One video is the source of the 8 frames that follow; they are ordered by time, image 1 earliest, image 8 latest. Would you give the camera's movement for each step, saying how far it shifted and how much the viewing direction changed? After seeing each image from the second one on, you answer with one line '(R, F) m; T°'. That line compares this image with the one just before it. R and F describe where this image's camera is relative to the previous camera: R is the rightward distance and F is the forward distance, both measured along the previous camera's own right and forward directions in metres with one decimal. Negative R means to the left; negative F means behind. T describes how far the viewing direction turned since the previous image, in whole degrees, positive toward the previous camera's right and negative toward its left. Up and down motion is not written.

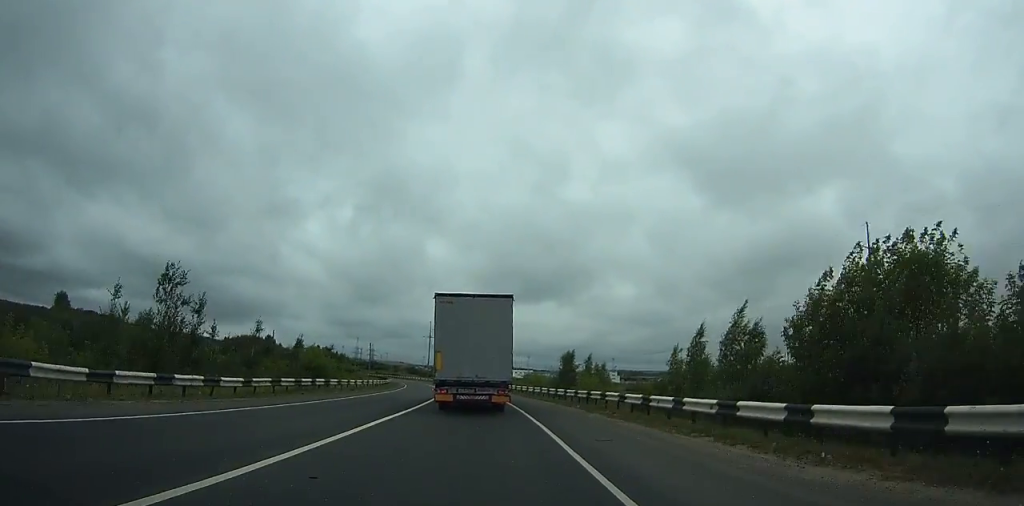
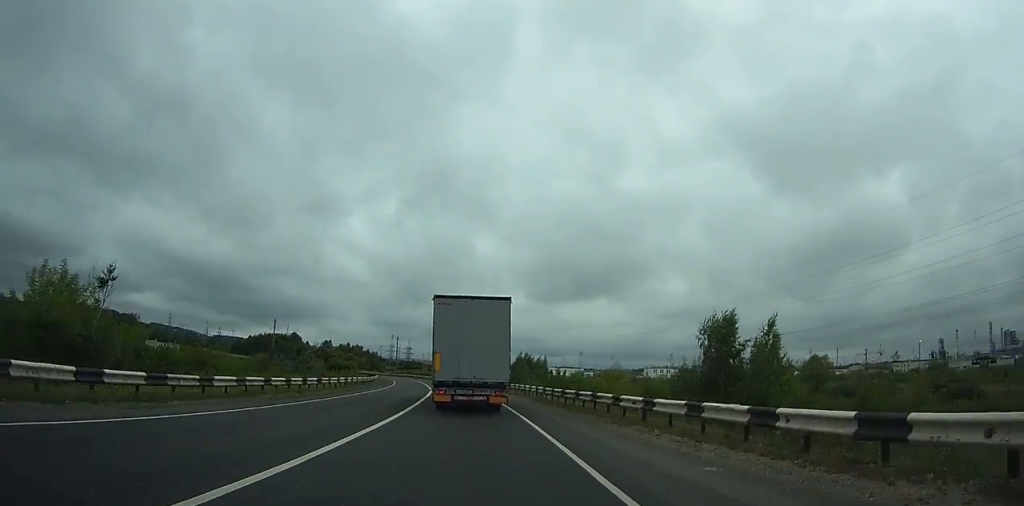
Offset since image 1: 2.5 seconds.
(-2.2, +48.7) m; -4°
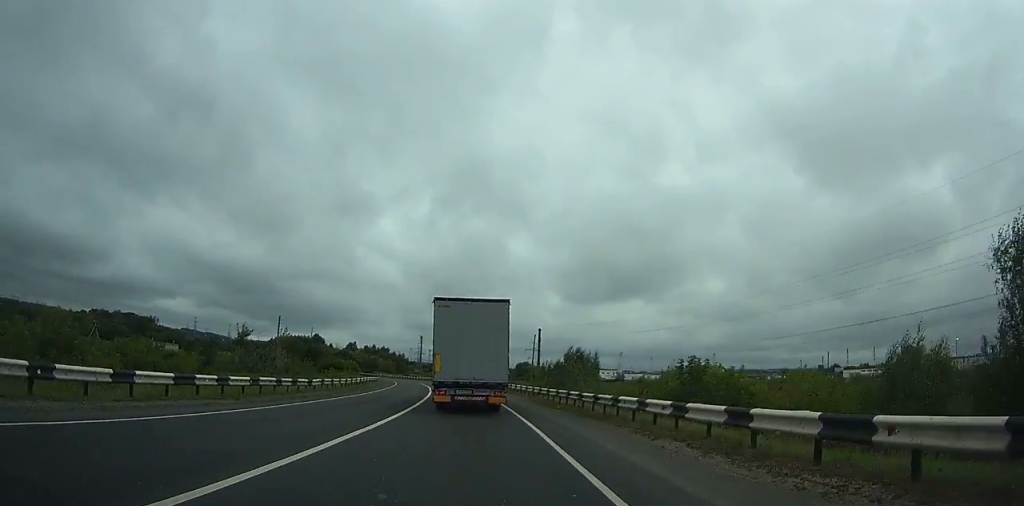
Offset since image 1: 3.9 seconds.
(-0.4, +27.0) m; -2°
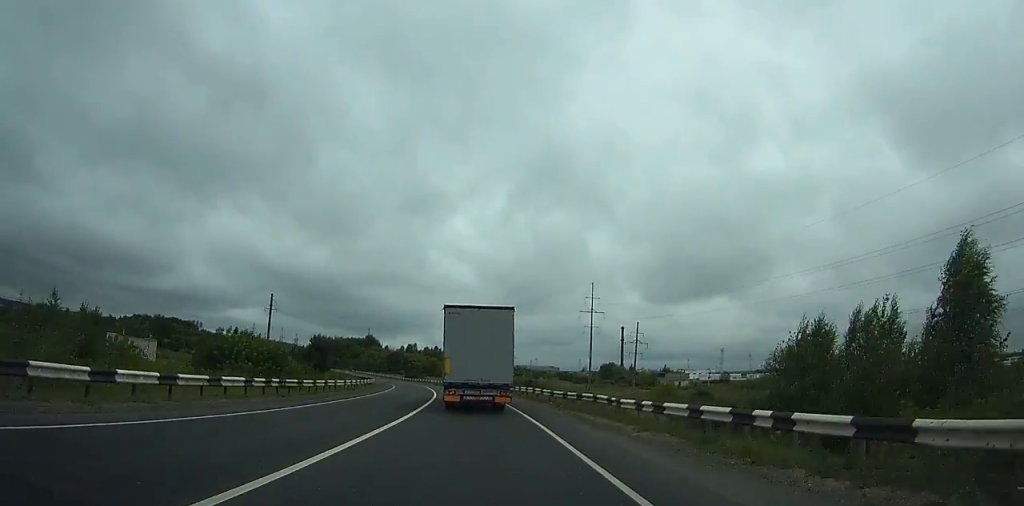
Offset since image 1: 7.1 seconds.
(-3.5, +61.7) m; -6°
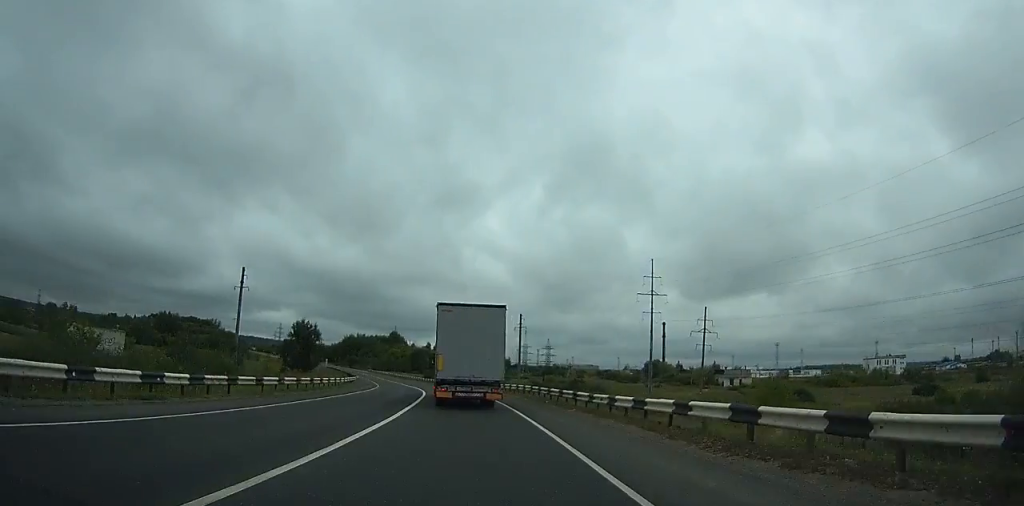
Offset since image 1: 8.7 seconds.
(-1.0, +31.1) m; -4°
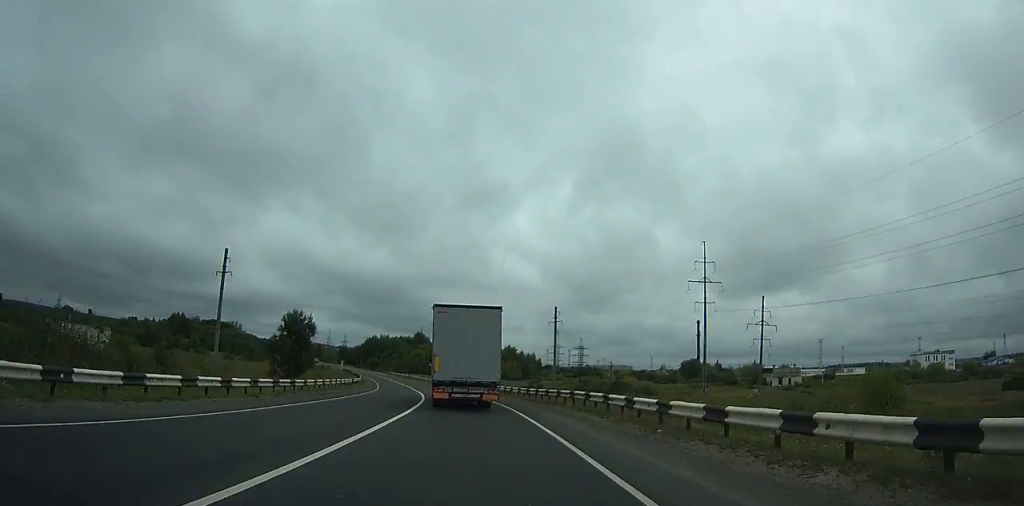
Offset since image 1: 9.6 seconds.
(0.0, +16.9) m; -2°
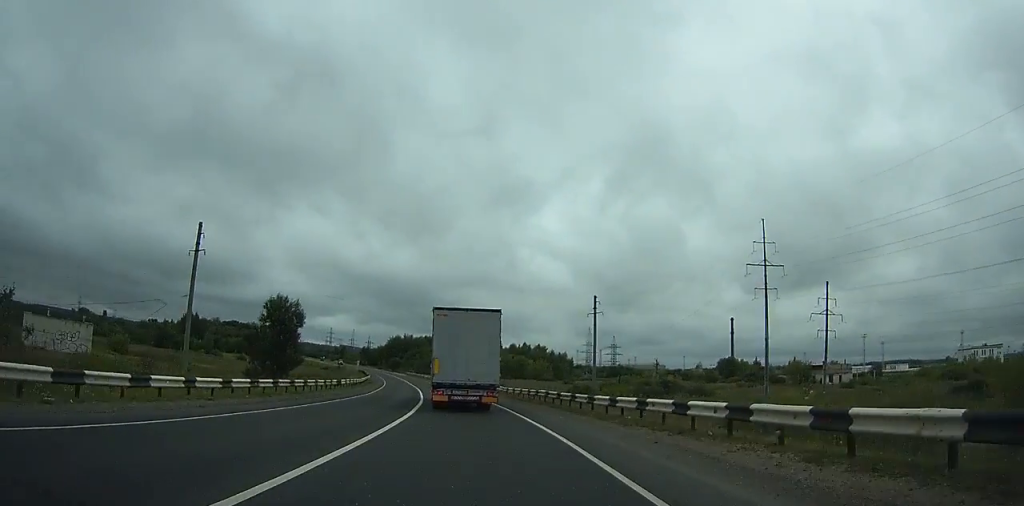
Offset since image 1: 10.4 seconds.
(-0.4, +15.6) m; -2°
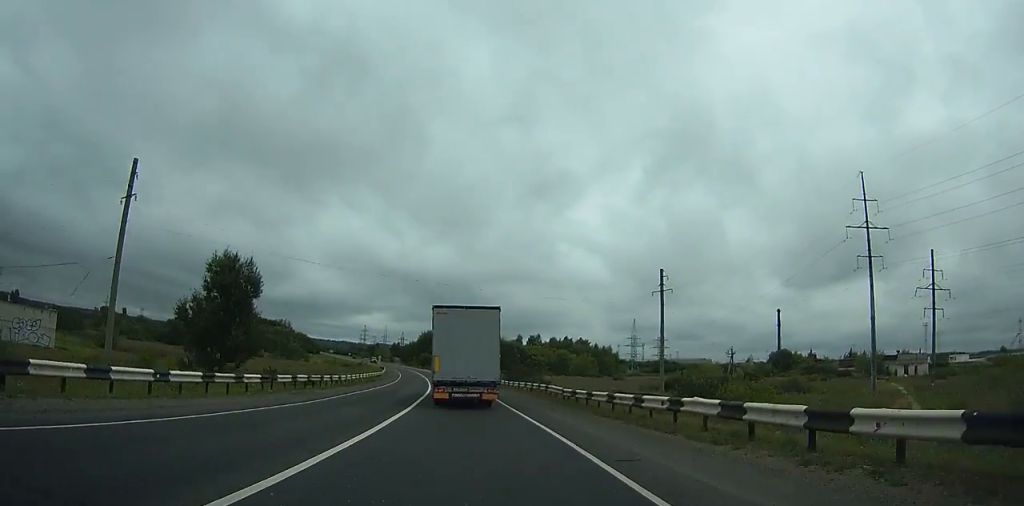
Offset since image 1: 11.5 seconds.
(-0.5, +20.9) m; -3°
